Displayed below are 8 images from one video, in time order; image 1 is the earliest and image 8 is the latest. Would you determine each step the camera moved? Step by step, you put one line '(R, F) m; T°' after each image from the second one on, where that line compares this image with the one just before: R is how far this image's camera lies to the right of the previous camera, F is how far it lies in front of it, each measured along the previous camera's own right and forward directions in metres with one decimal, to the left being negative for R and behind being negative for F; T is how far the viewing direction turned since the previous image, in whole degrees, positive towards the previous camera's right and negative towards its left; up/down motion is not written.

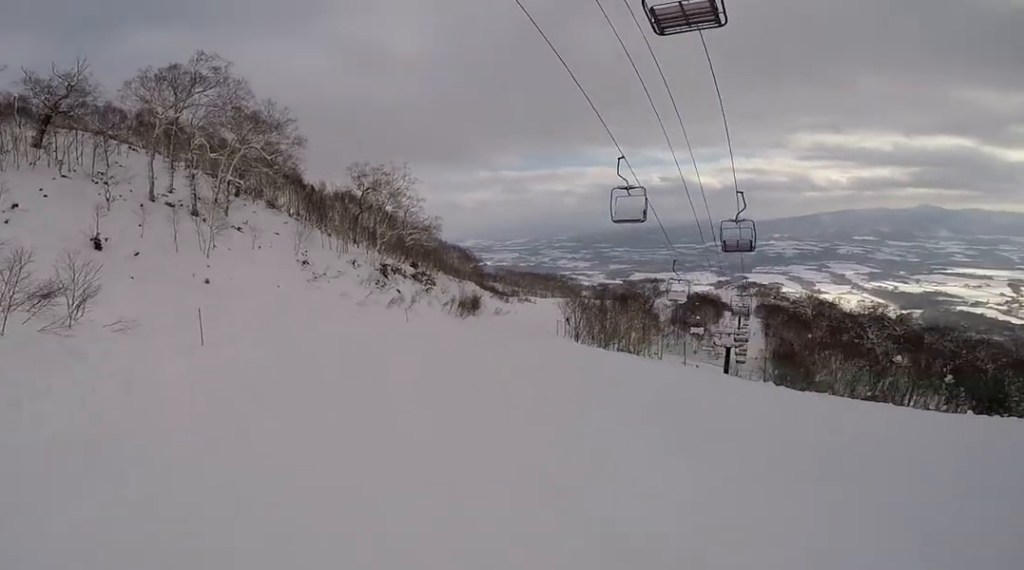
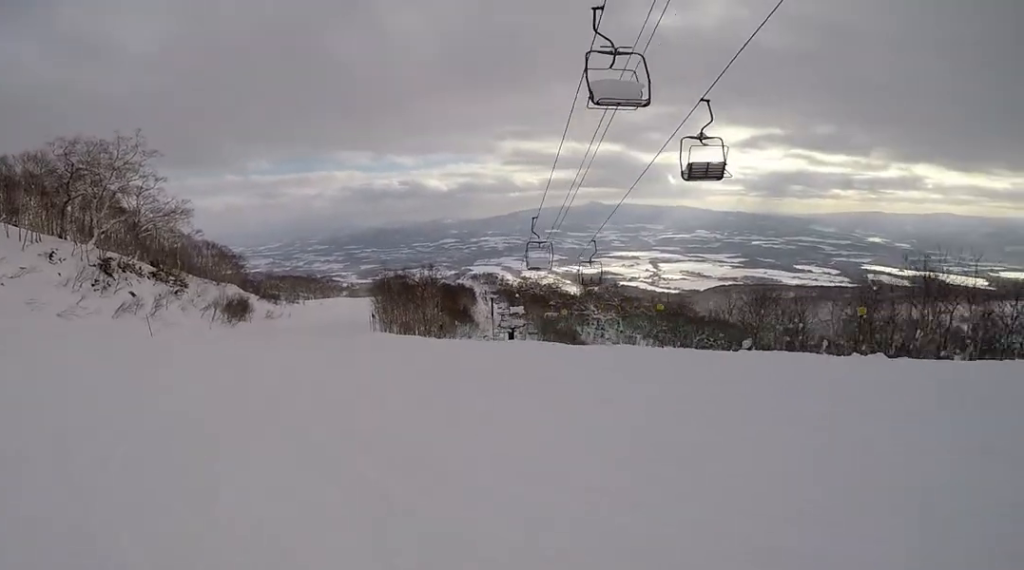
(+2.3, +8.0) m; +20°
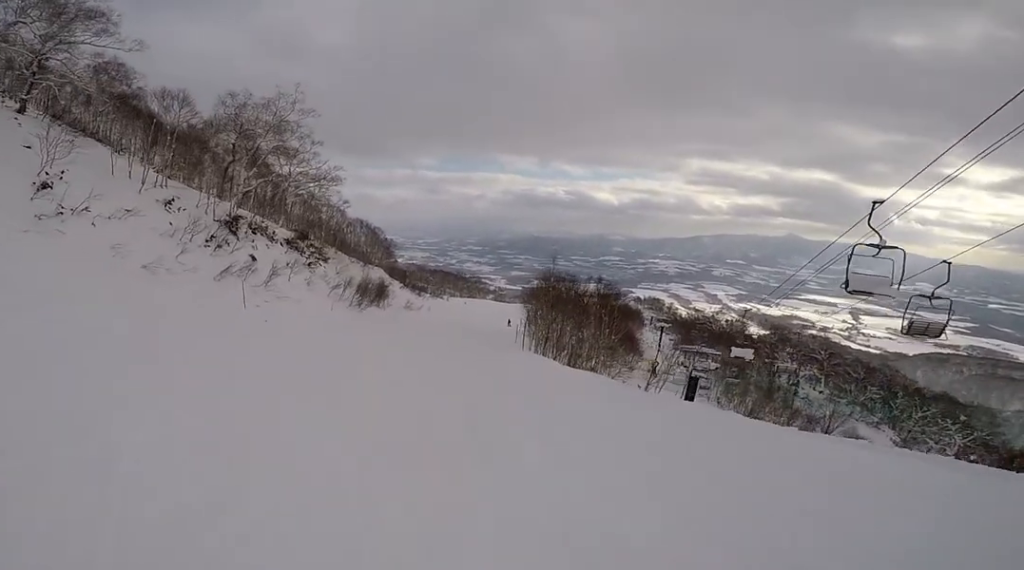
(-0.6, +6.5) m; -9°
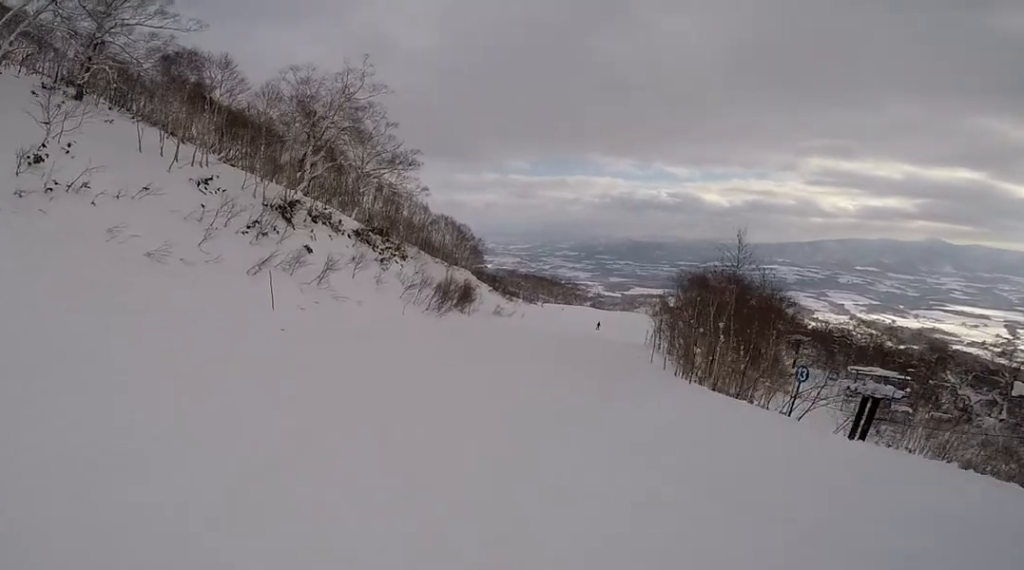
(-0.2, +5.9) m; -14°
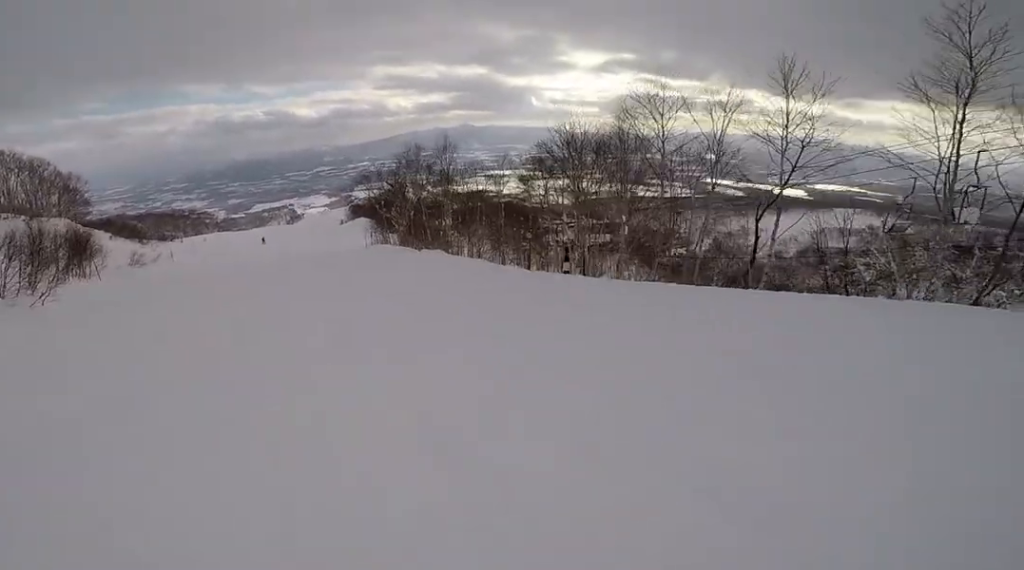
(+2.0, +12.7) m; +31°
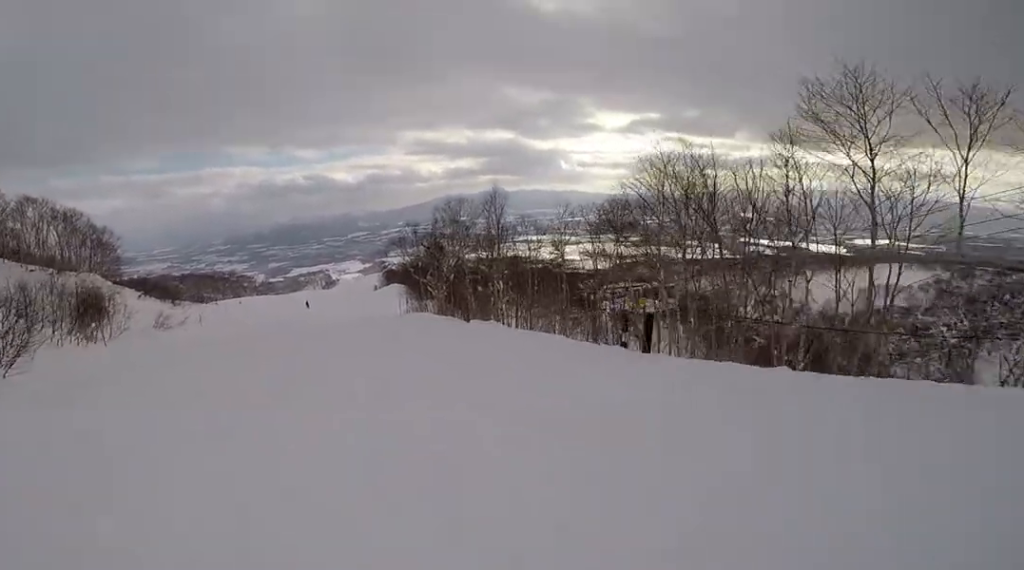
(0.0, +3.7) m; -5°
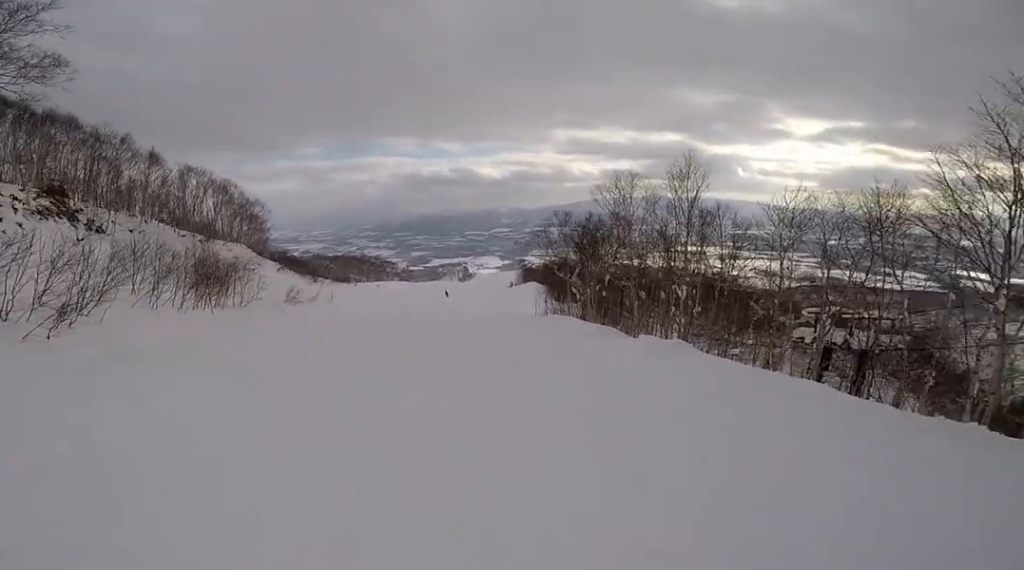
(+0.1, +3.7) m; -4°
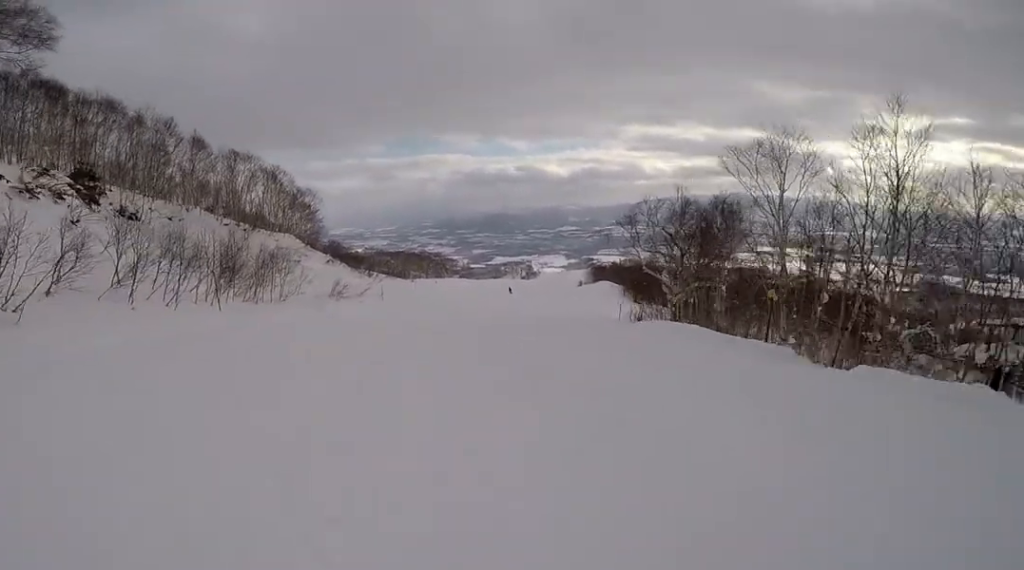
(-0.6, +4.7) m; 0°
